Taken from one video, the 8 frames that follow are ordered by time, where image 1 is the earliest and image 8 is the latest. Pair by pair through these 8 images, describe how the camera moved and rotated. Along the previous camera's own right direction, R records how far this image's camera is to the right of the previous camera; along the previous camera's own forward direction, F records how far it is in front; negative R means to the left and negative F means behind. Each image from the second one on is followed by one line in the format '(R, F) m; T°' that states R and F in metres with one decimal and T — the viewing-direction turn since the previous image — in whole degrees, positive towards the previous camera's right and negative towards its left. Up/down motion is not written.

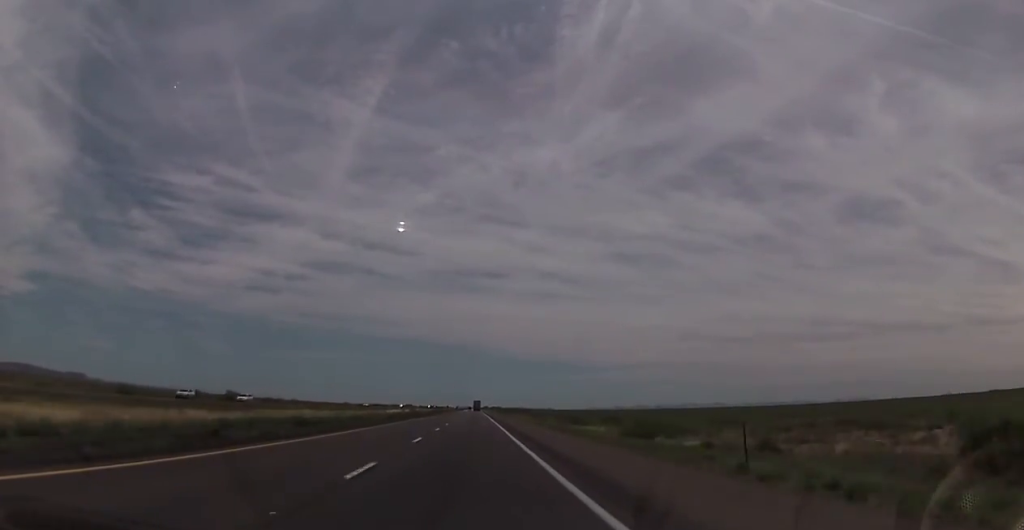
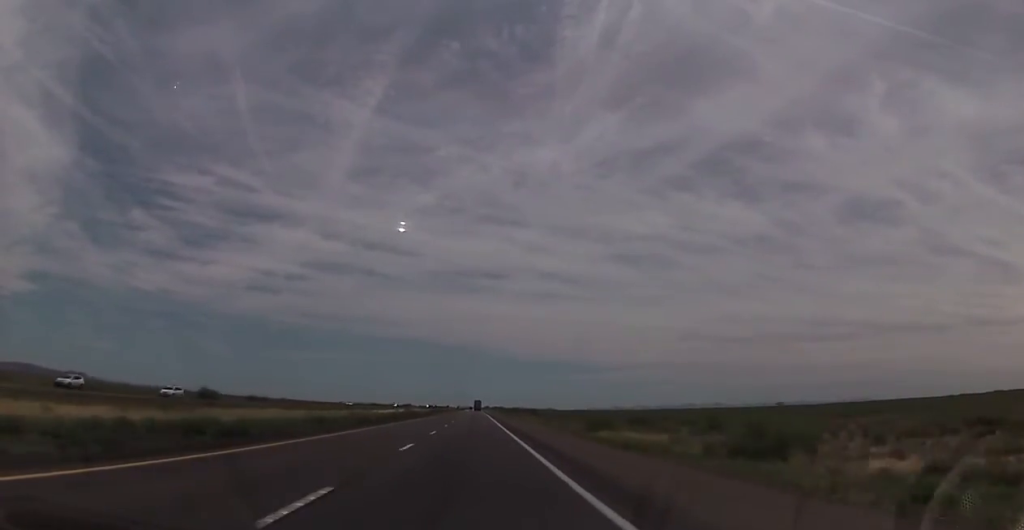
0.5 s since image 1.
(+0.1, +16.9) m; 0°
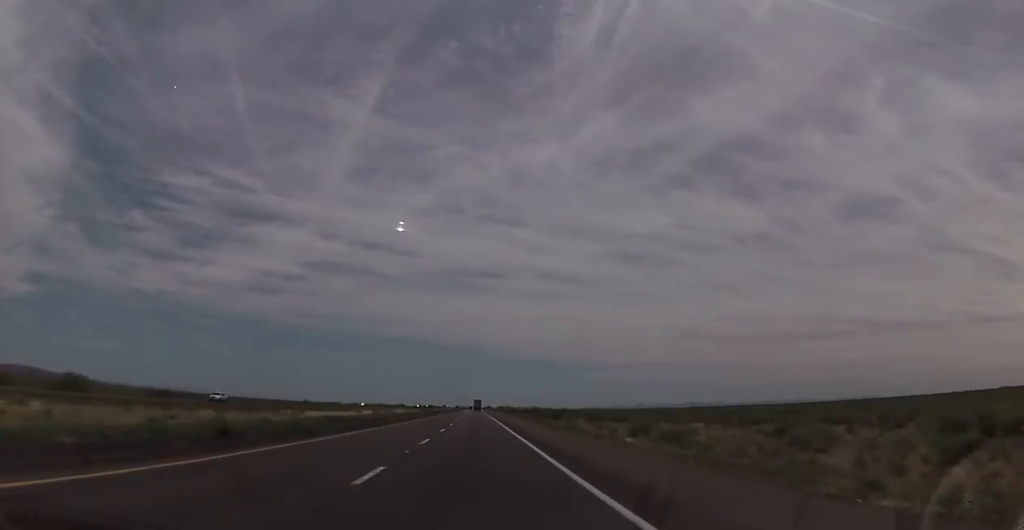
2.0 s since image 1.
(+0.1, +56.6) m; 0°
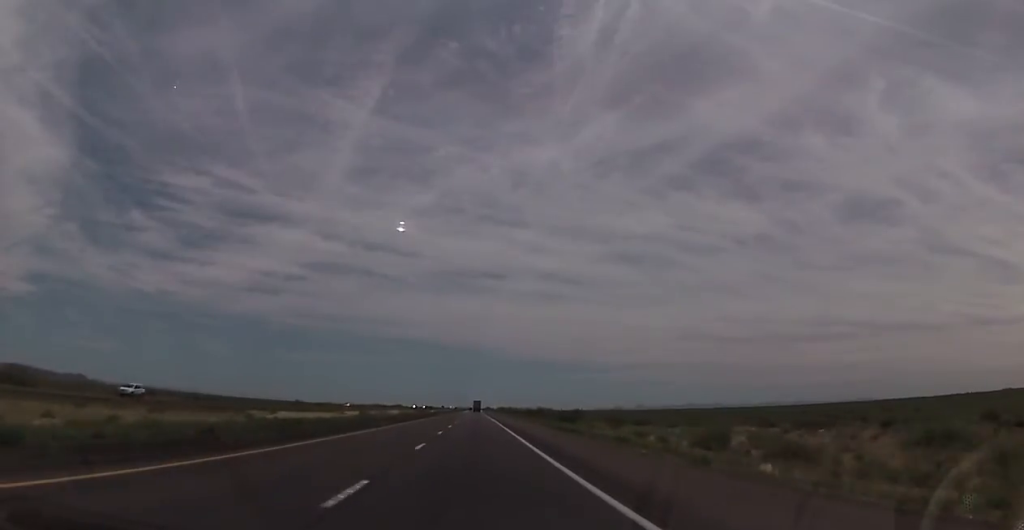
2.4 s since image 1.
(0.0, +14.5) m; 0°
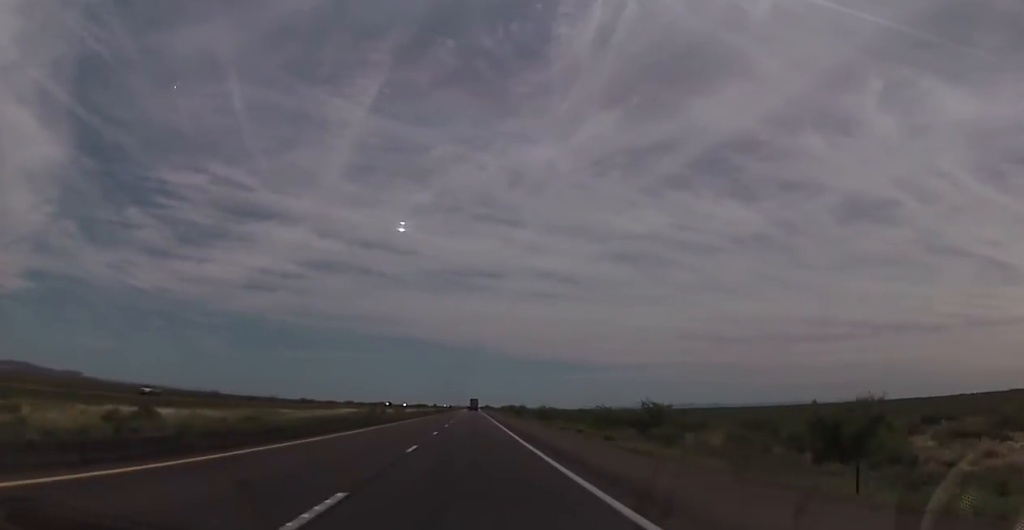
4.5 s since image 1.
(-0.2, +74.8) m; 0°
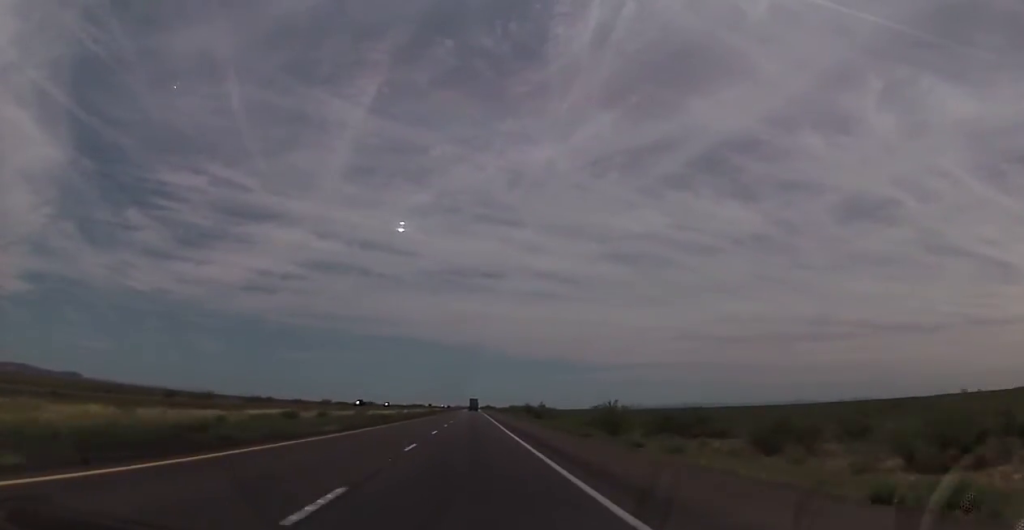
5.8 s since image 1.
(+0.1, +48.2) m; 0°
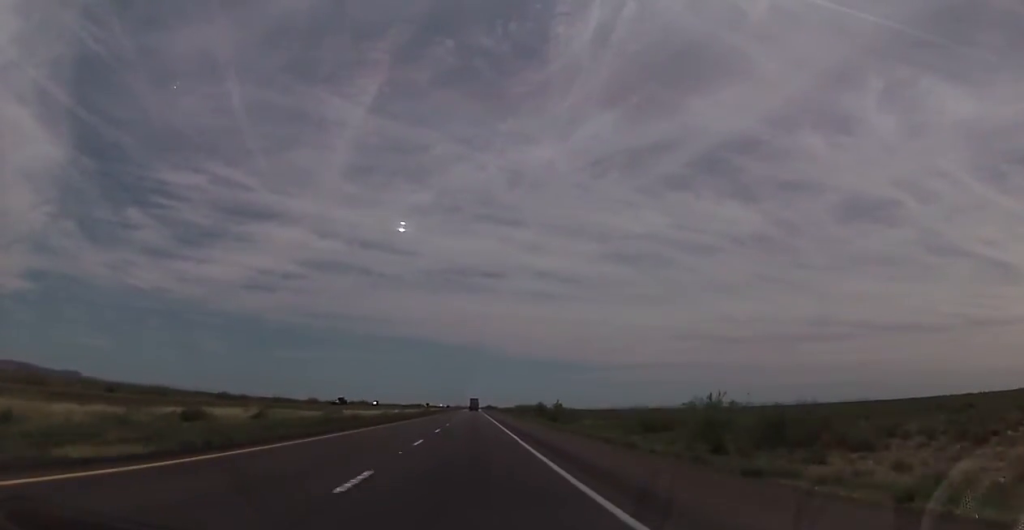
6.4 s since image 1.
(0.0, +21.7) m; 0°
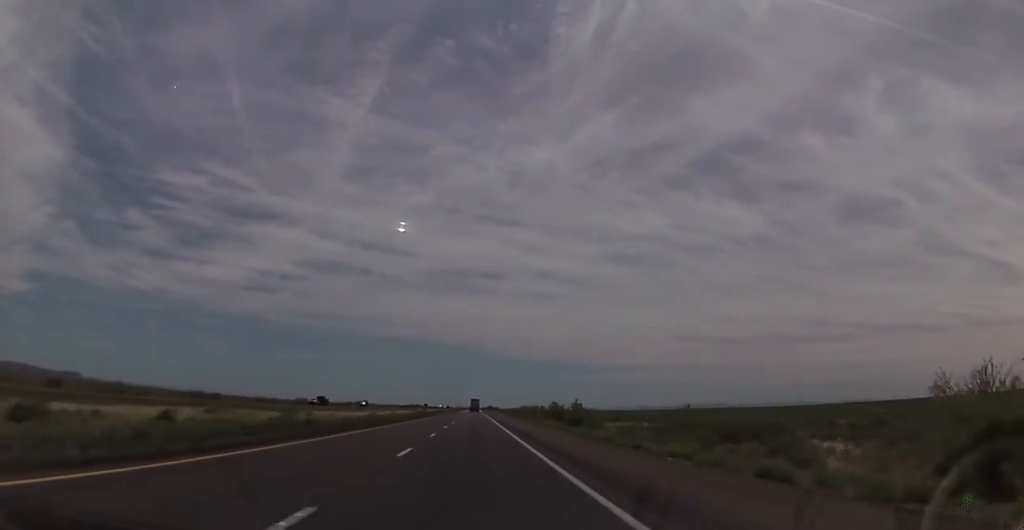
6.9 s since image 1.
(0.0, +16.8) m; 0°
